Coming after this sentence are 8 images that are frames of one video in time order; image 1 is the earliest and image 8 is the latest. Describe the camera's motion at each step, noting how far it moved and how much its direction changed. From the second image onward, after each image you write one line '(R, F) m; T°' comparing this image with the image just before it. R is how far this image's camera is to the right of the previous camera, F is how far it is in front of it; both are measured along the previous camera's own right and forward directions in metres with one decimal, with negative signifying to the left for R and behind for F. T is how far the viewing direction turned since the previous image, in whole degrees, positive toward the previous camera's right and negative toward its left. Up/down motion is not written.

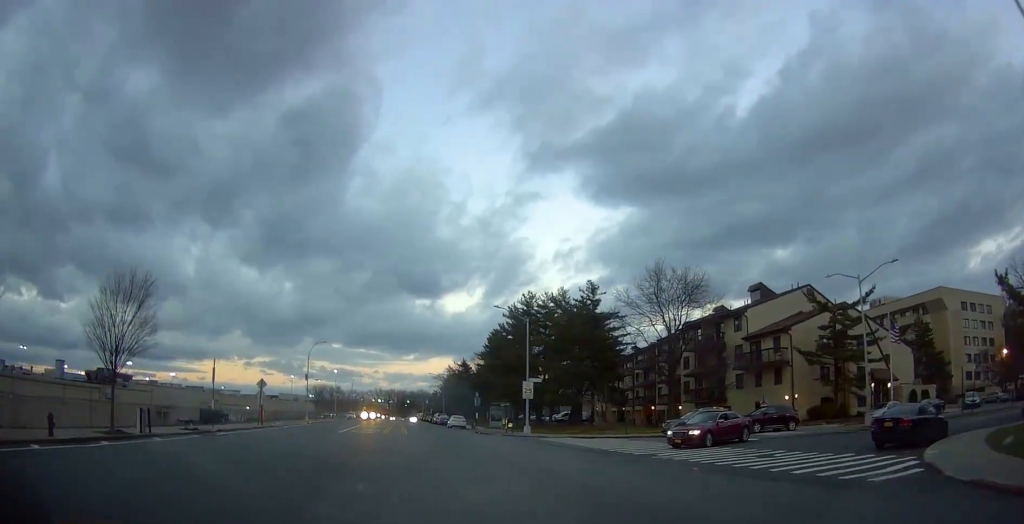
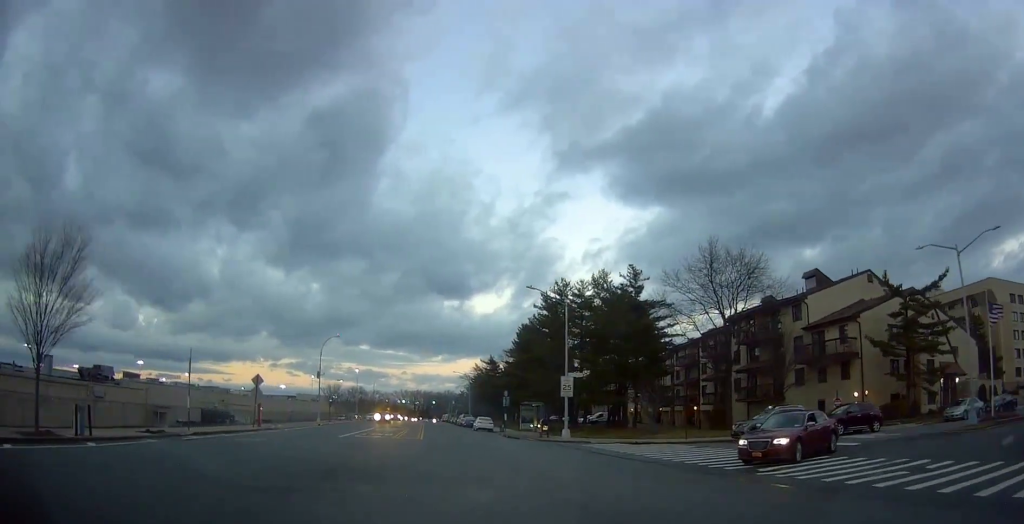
(-0.4, +6.5) m; -5°
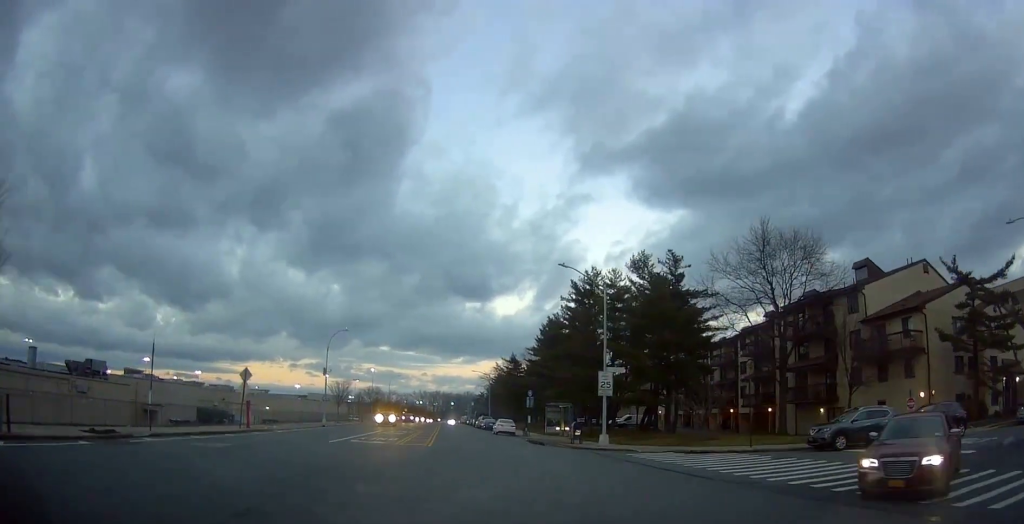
(-0.2, +5.8) m; -1°
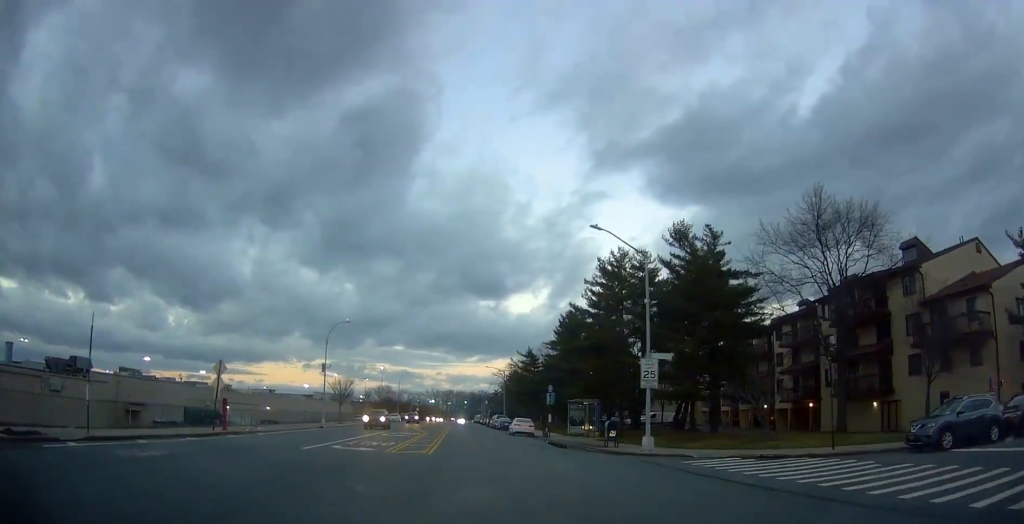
(-0.1, +5.8) m; -1°
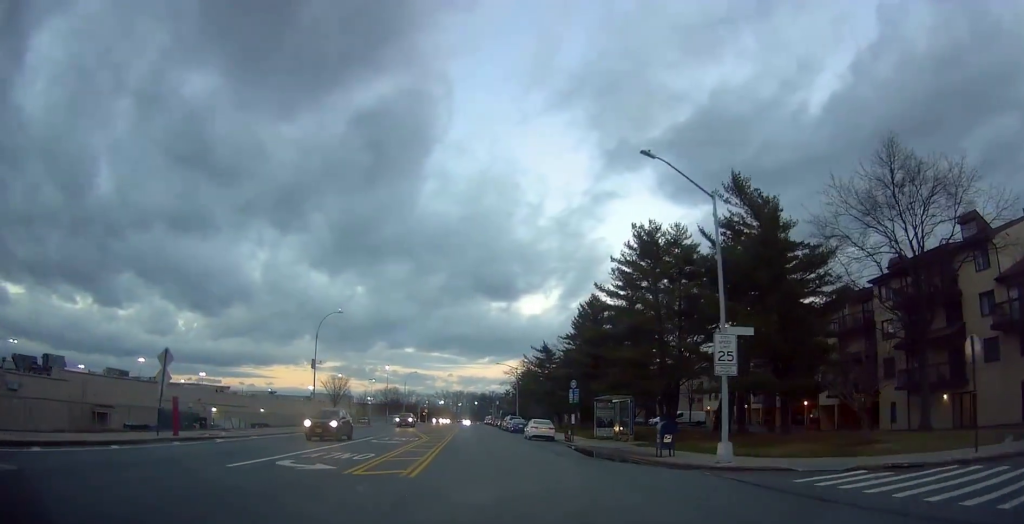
(-0.1, +7.1) m; 0°
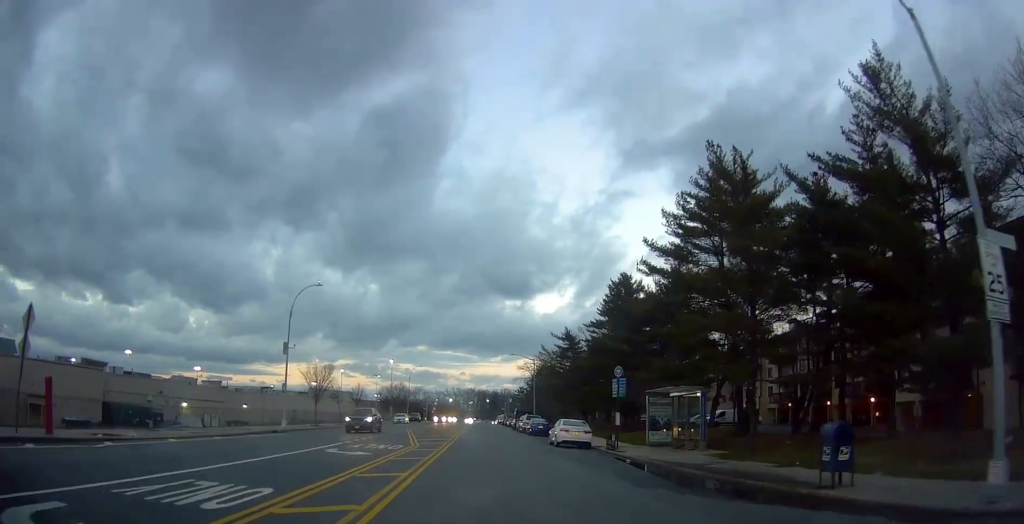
(+0.1, +10.3) m; -2°
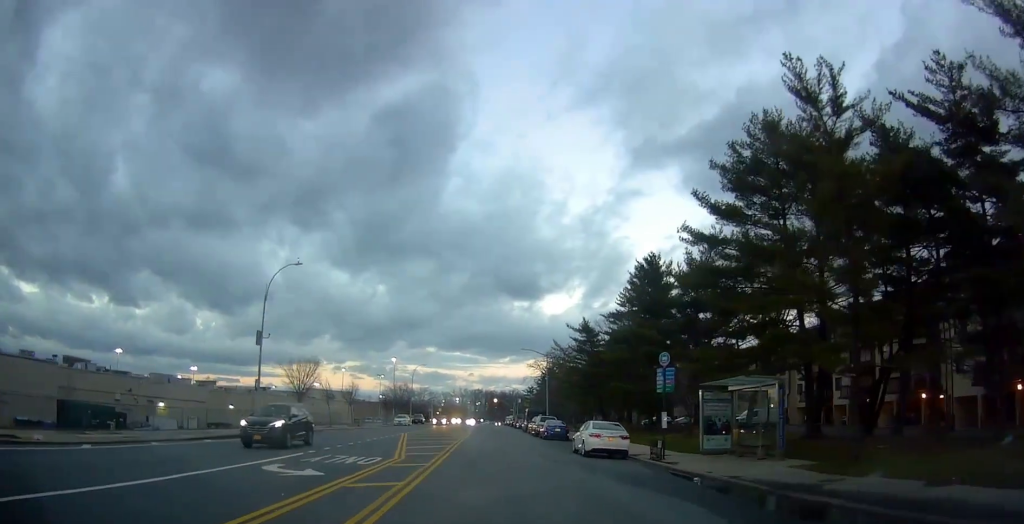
(-0.3, +6.6) m; 0°
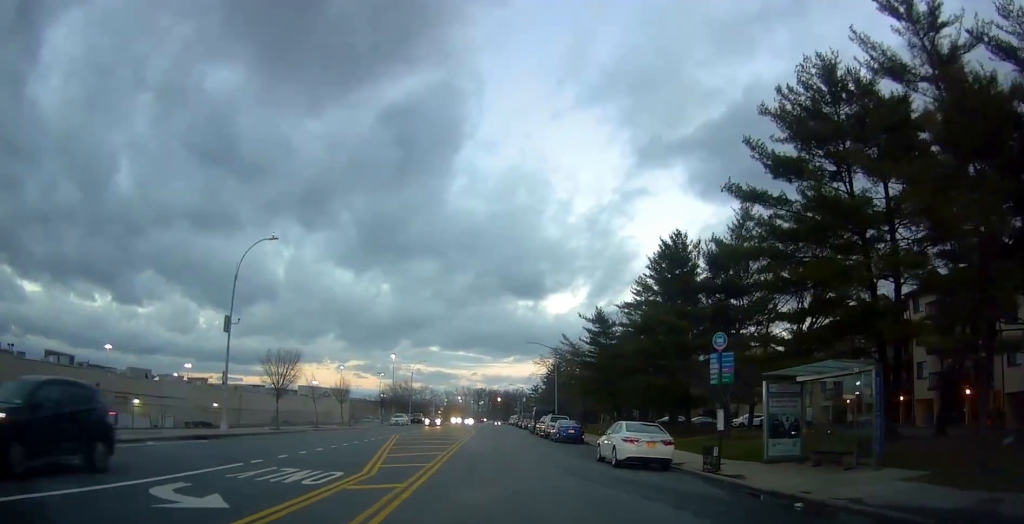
(-0.1, +5.3) m; 0°
